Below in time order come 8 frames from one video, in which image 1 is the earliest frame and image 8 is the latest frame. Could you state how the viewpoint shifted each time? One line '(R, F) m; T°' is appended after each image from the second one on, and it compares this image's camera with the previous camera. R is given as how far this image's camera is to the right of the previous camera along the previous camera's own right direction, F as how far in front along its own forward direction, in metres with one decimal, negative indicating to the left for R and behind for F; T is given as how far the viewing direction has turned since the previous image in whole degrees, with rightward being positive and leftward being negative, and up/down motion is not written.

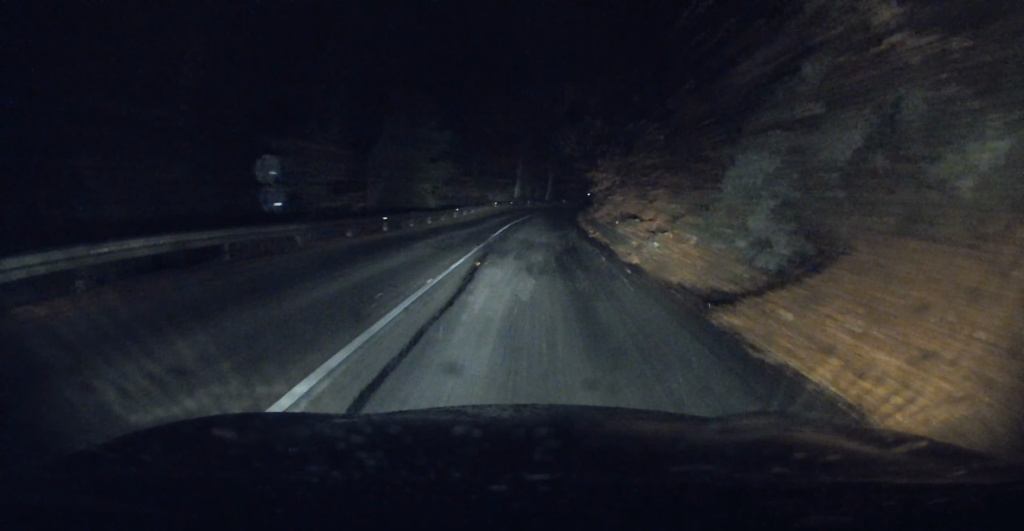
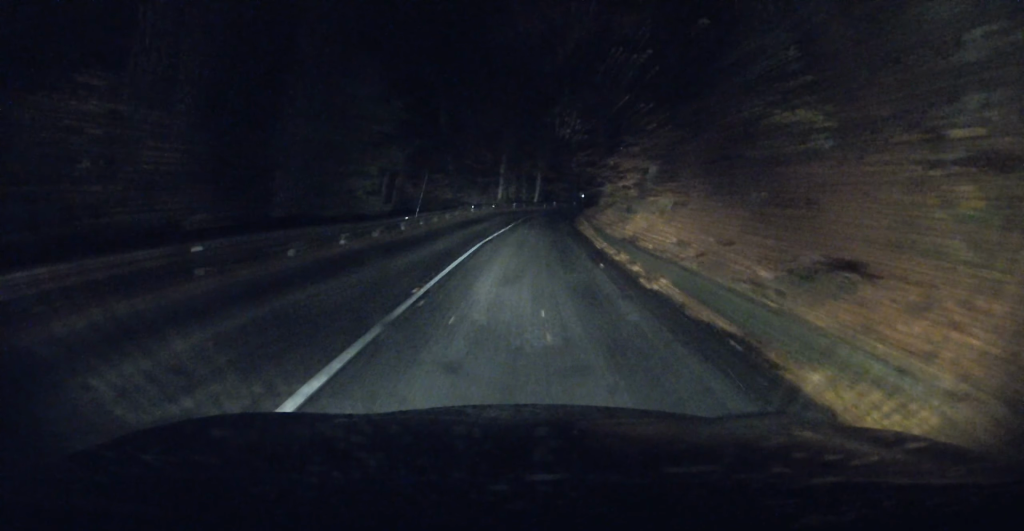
(+0.4, +12.3) m; +3°
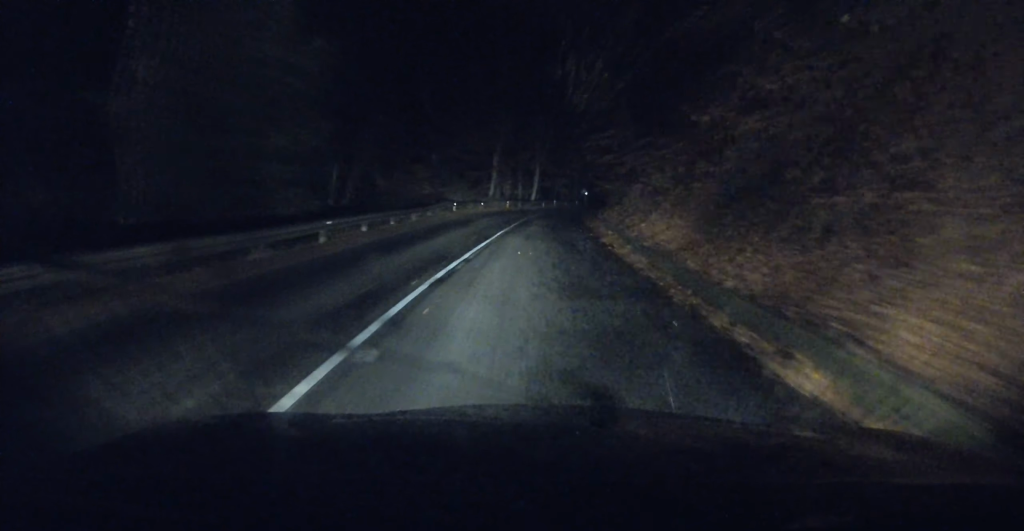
(+0.2, +9.8) m; +2°
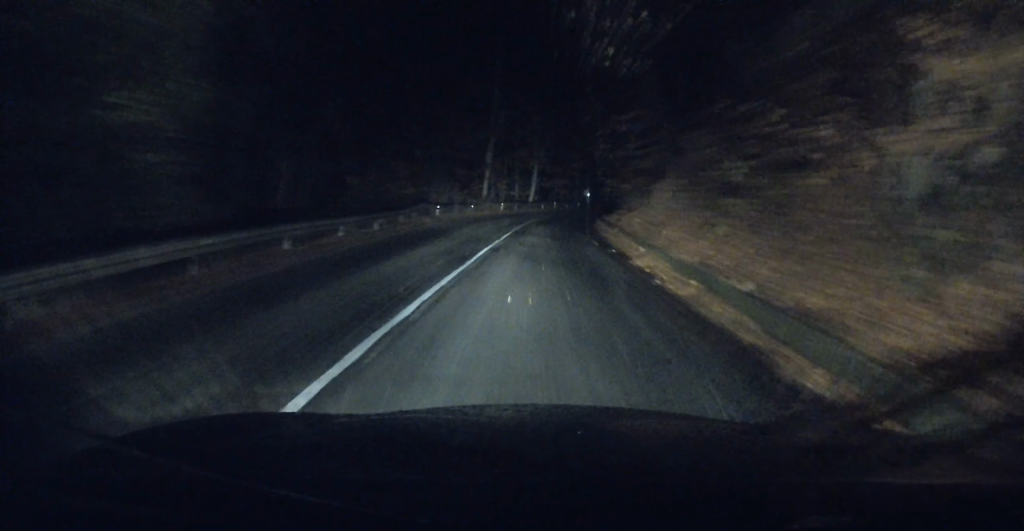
(+0.2, +6.3) m; +1°
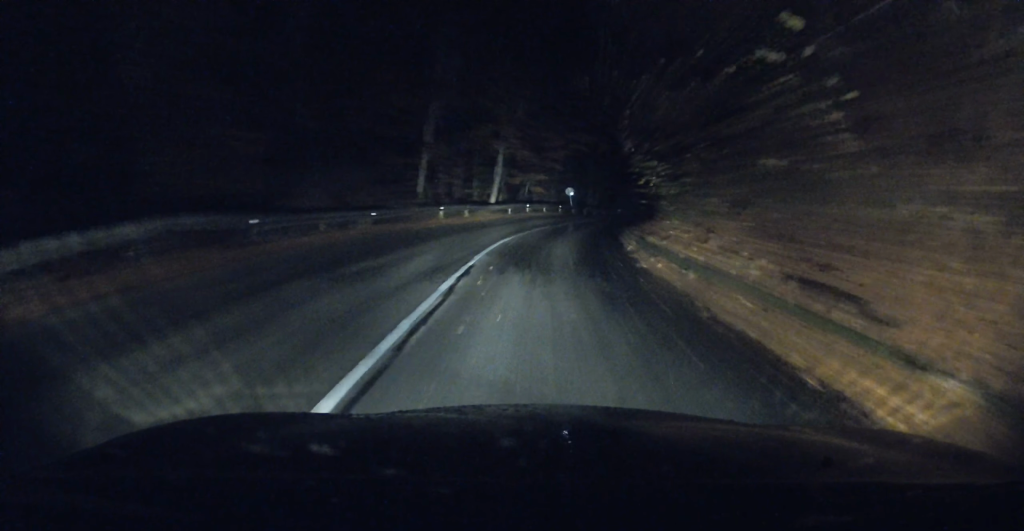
(+0.5, +19.9) m; +3°
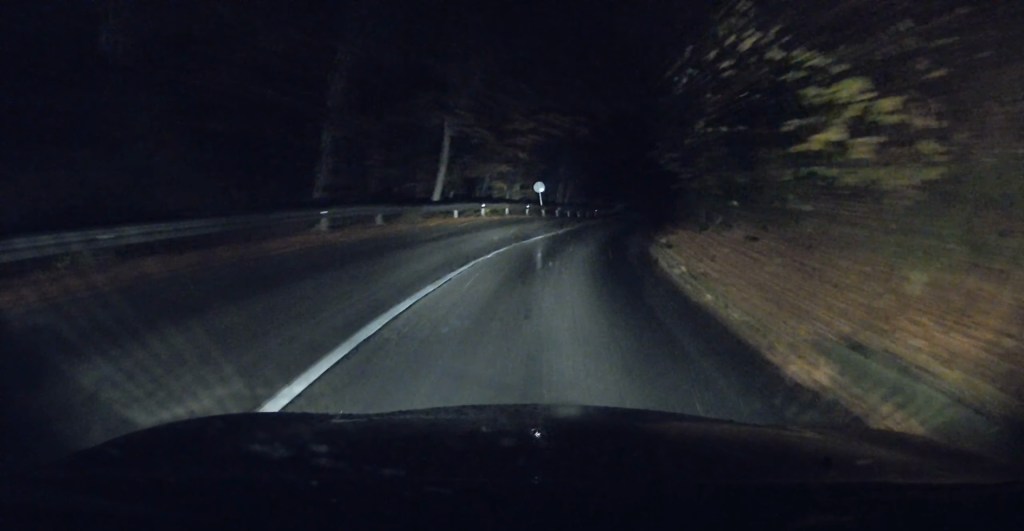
(+0.3, +12.4) m; +1°
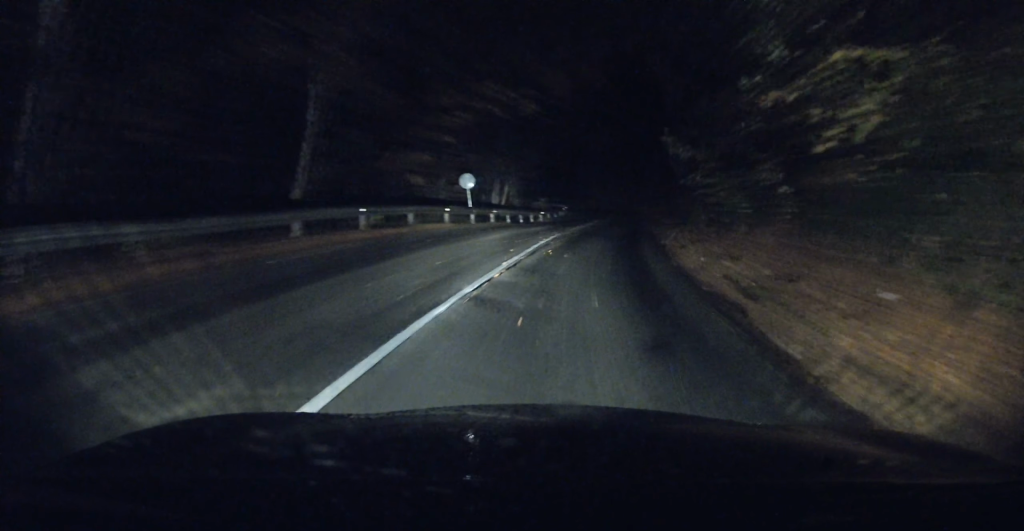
(0.0, +13.1) m; +2°
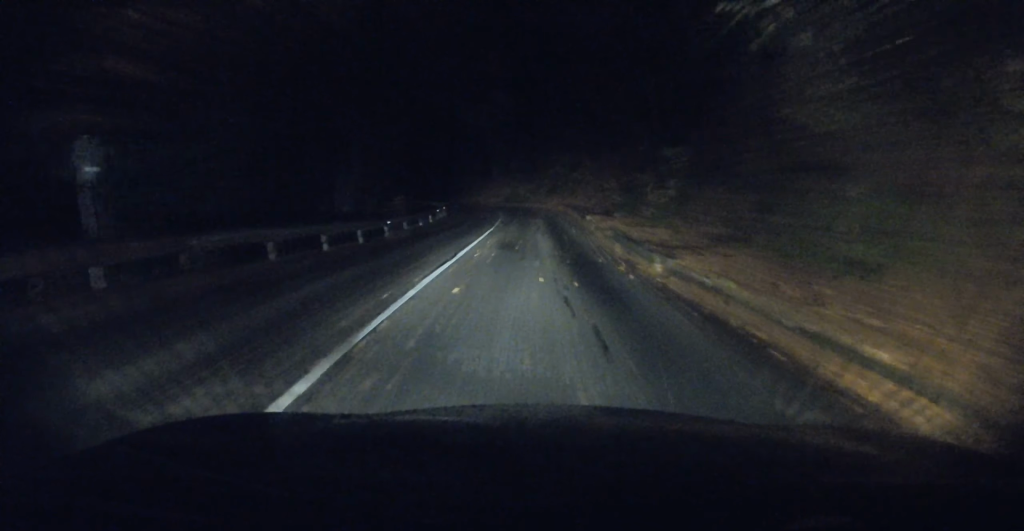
(+0.6, +21.2) m; +6°
